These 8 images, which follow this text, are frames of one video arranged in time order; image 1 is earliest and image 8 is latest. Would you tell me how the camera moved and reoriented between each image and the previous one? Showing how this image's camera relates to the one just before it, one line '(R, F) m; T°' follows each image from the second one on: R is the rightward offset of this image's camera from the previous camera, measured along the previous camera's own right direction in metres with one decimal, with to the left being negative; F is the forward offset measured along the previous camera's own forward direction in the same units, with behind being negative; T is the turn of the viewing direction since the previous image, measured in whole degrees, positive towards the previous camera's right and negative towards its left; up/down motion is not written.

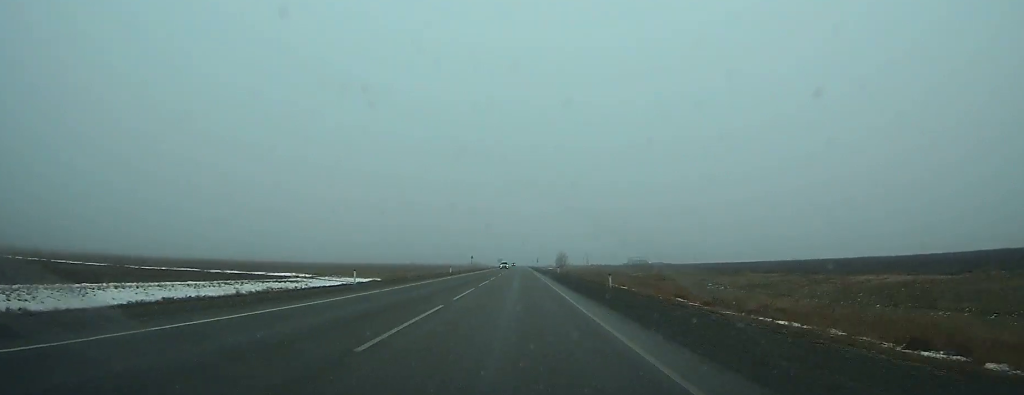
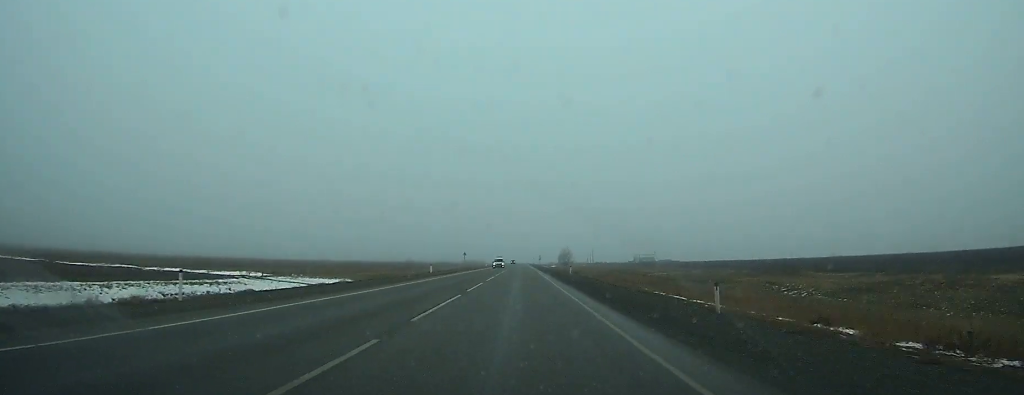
(0.0, +19.9) m; 0°
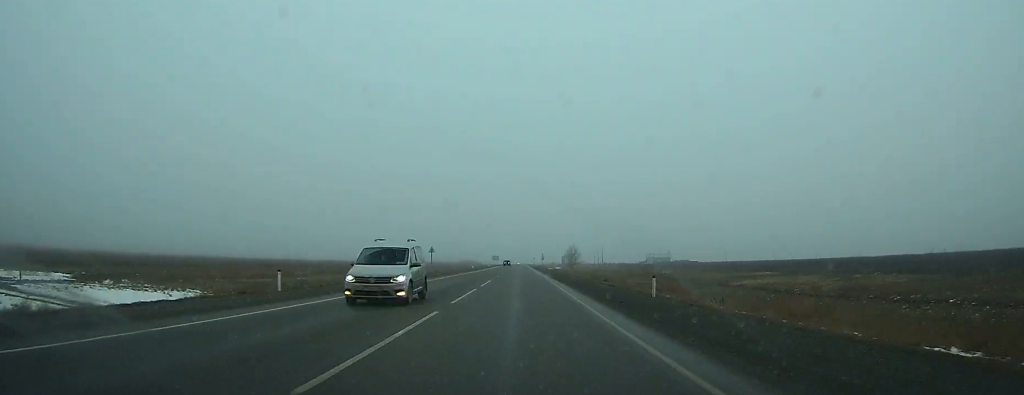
(+0.1, +42.2) m; 0°
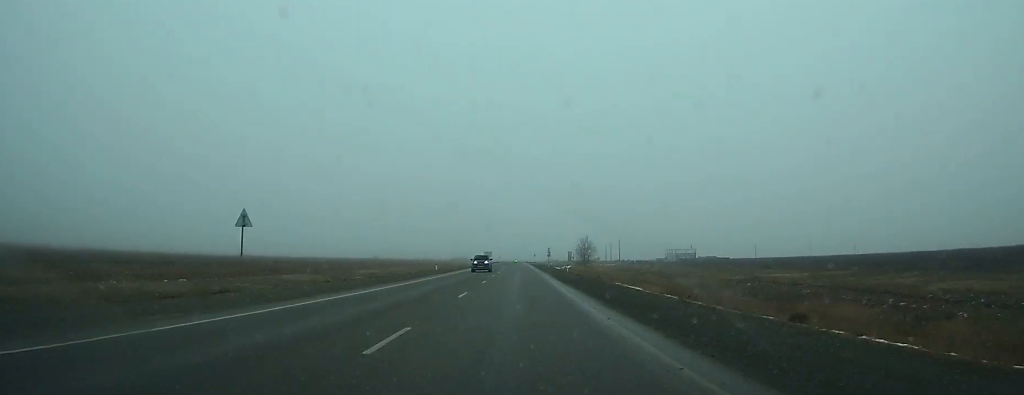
(-0.1, +53.4) m; 0°
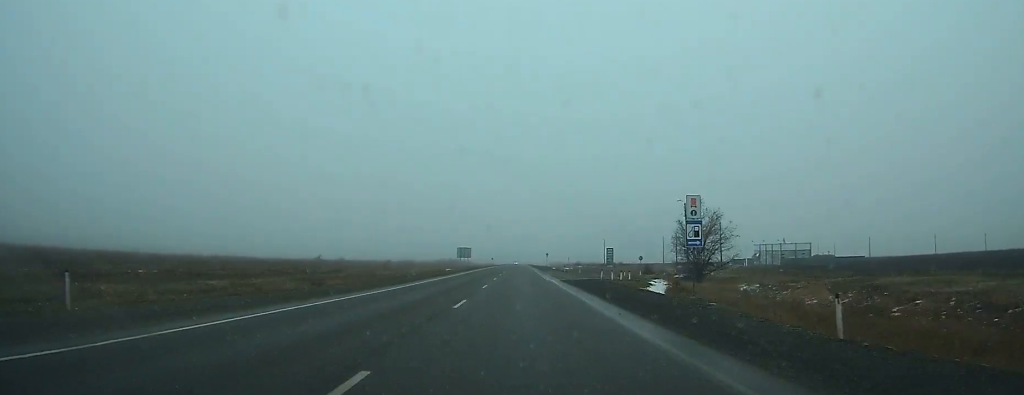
(-0.2, +108.7) m; 0°
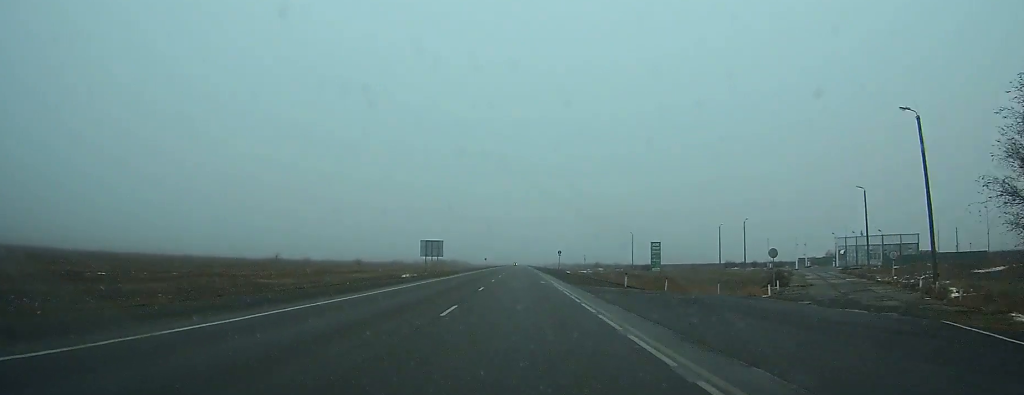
(+0.1, +49.9) m; 0°
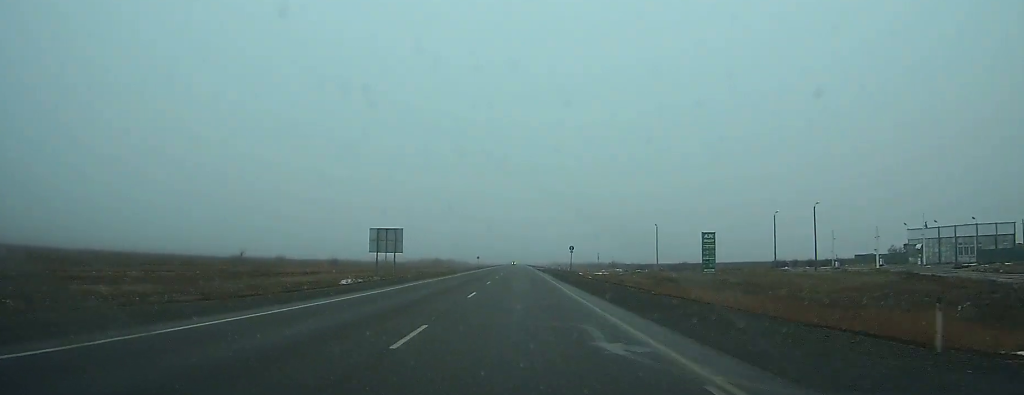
(0.0, +30.2) m; 0°
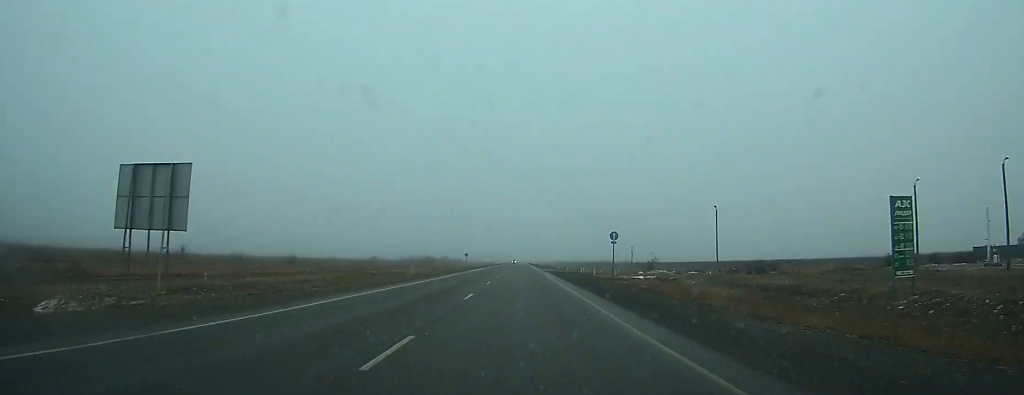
(0.0, +39.1) m; 0°
